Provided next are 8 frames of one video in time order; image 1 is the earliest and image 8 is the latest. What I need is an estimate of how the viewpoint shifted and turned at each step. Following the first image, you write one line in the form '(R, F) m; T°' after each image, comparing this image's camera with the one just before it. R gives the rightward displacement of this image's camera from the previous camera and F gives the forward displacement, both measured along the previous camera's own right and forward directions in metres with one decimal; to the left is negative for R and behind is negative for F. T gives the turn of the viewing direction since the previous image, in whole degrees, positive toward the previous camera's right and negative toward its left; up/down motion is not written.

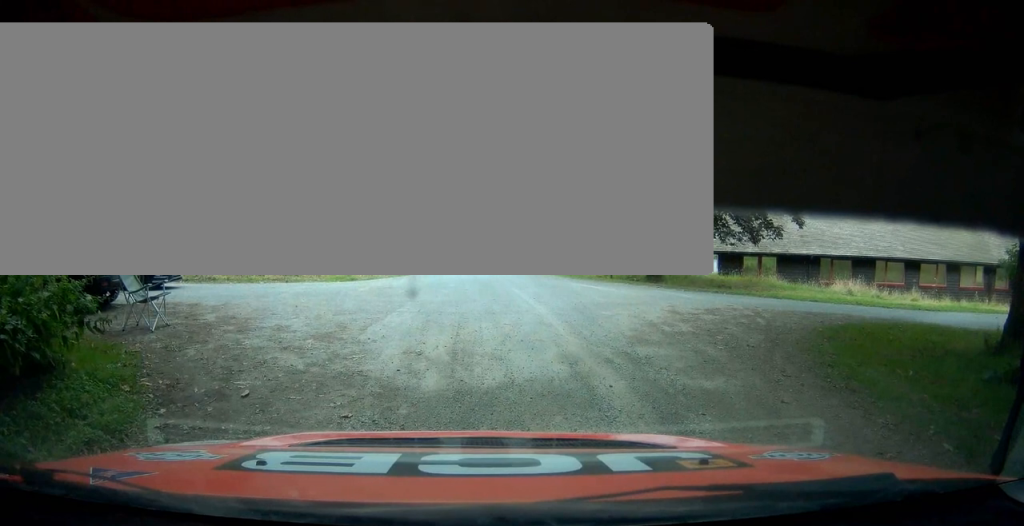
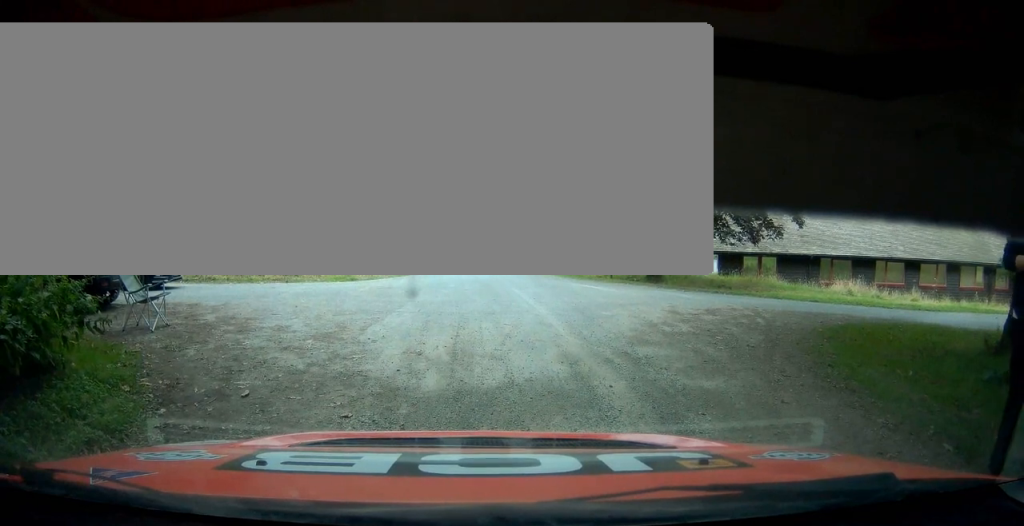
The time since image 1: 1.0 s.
(0.0, 0.0) m; 0°
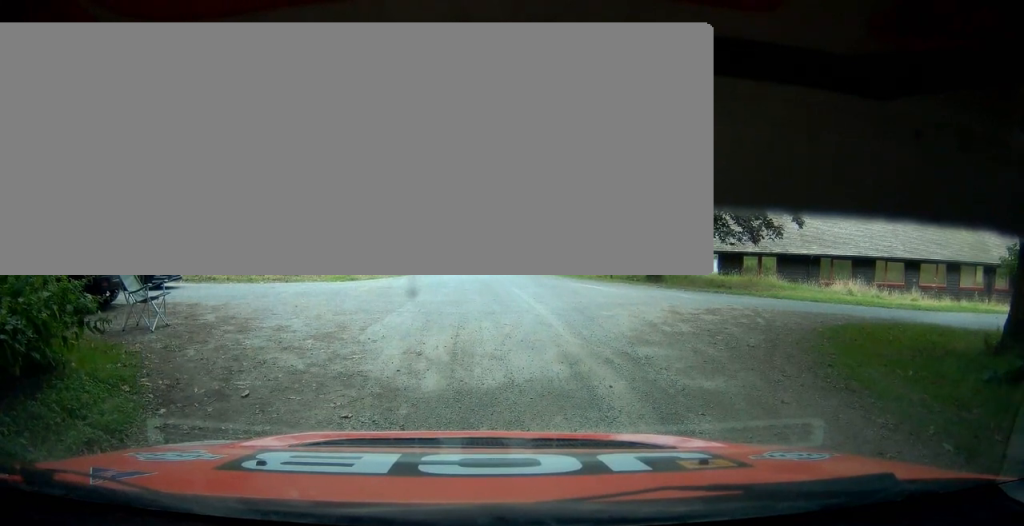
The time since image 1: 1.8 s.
(0.0, 0.0) m; 0°
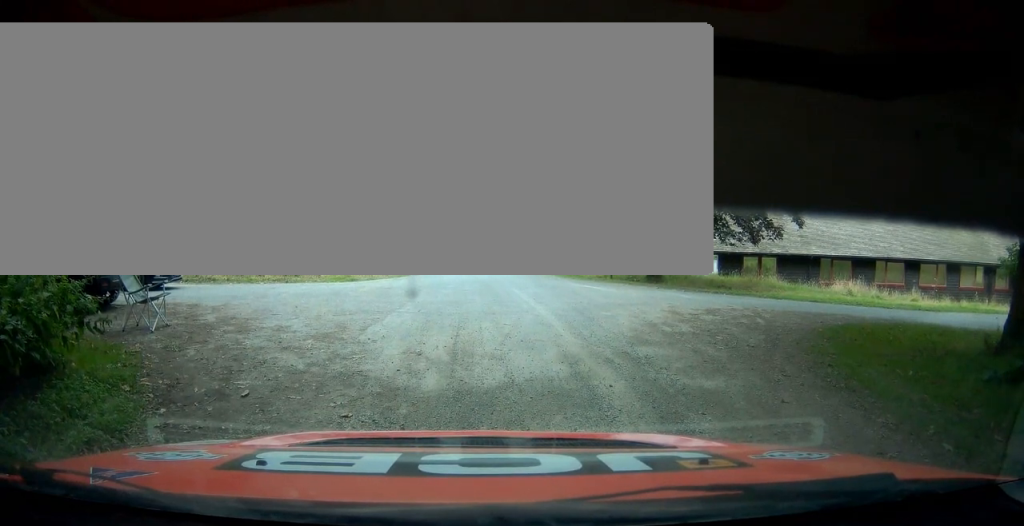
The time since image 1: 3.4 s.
(0.0, 0.0) m; 0°
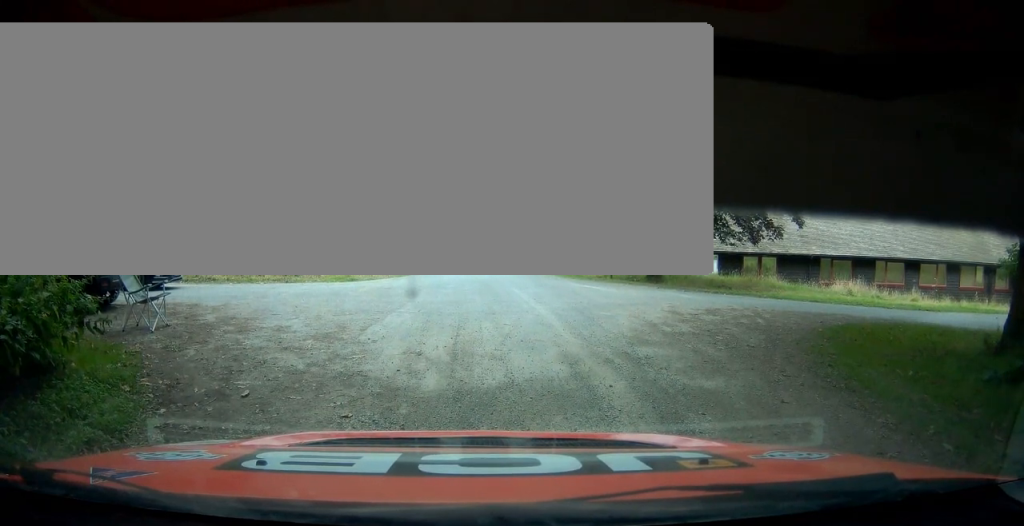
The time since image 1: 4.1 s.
(0.0, 0.0) m; 0°
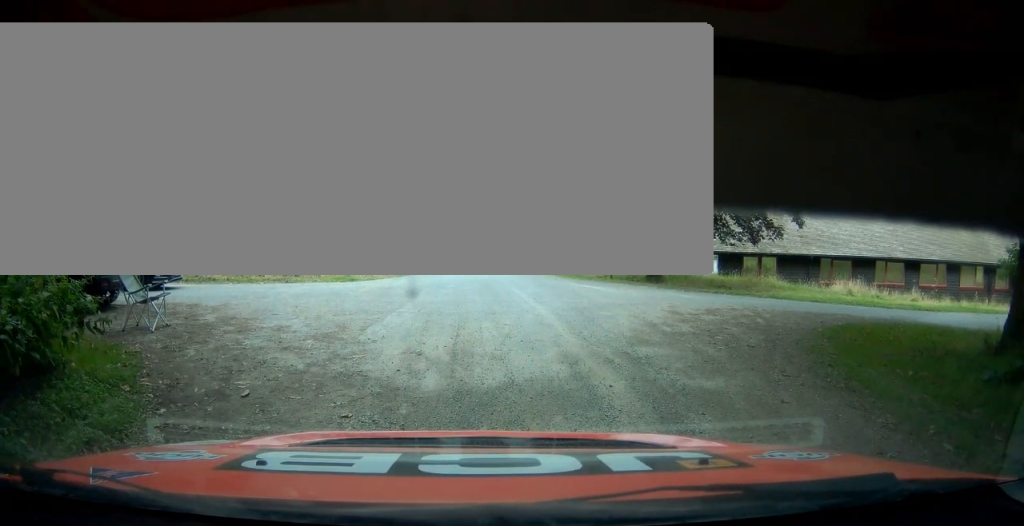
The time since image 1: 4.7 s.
(0.0, 0.0) m; 0°
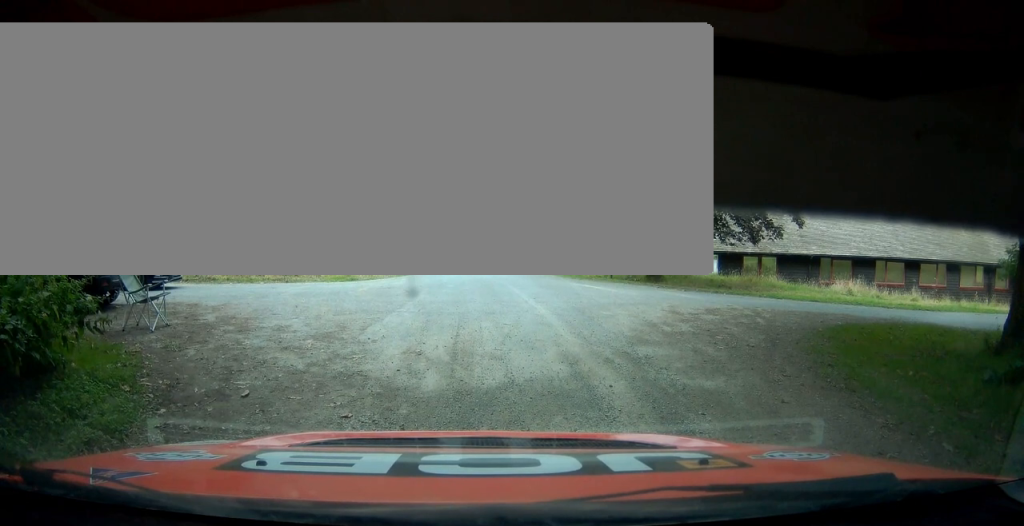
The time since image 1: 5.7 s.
(0.0, 0.0) m; 0°
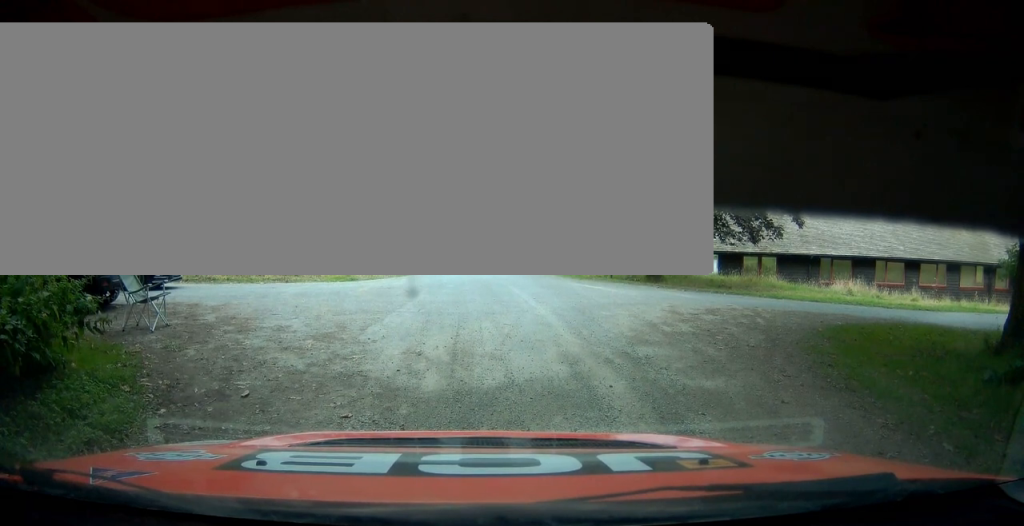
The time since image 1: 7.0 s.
(0.0, 0.0) m; 0°
